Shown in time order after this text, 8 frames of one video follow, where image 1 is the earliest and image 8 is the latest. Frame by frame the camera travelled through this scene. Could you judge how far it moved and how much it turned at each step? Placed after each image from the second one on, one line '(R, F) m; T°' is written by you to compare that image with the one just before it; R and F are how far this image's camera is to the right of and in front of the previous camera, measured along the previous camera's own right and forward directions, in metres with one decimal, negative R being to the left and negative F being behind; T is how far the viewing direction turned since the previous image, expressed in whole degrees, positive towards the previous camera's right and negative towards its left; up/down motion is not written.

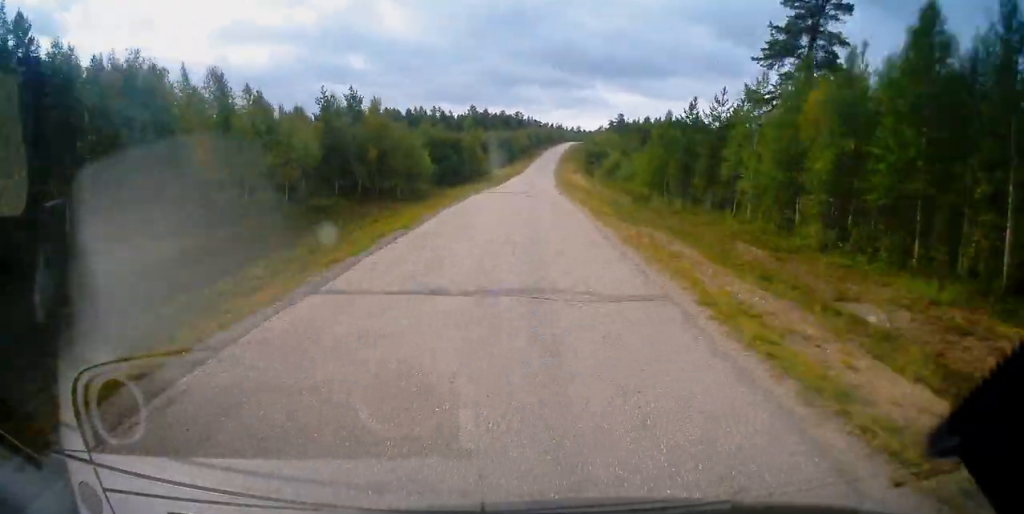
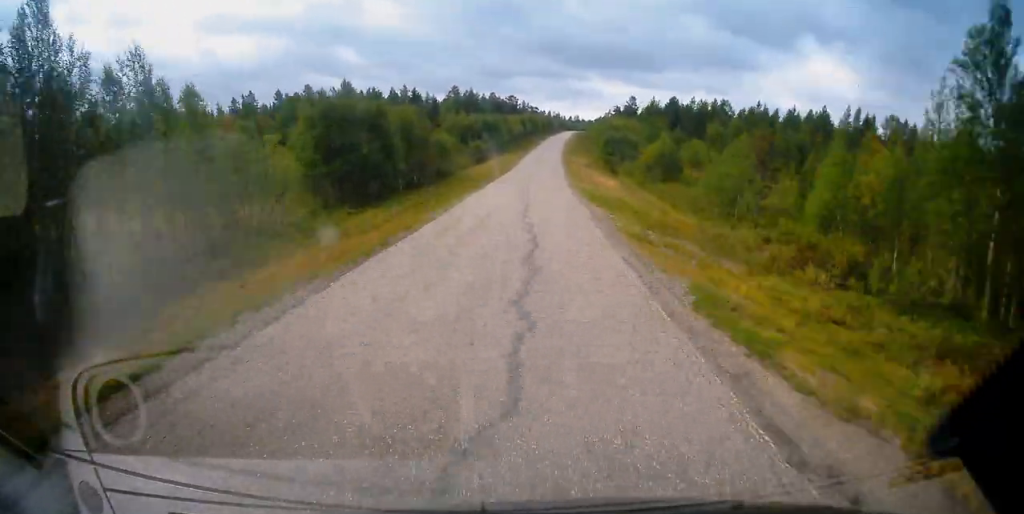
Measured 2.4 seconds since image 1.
(+0.6, +38.1) m; +1°
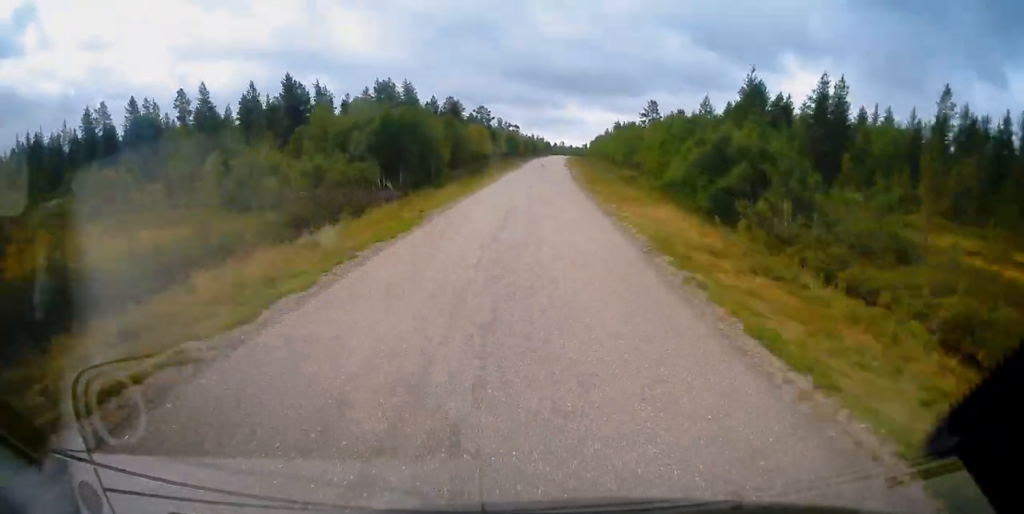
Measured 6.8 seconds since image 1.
(+0.6, +67.9) m; +2°
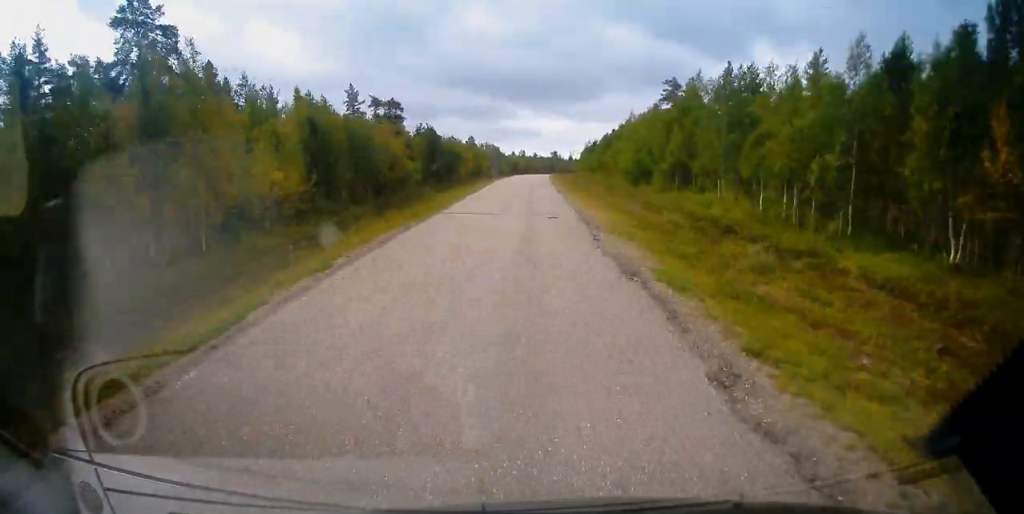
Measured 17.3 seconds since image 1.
(+5.7, +159.6) m; +3°
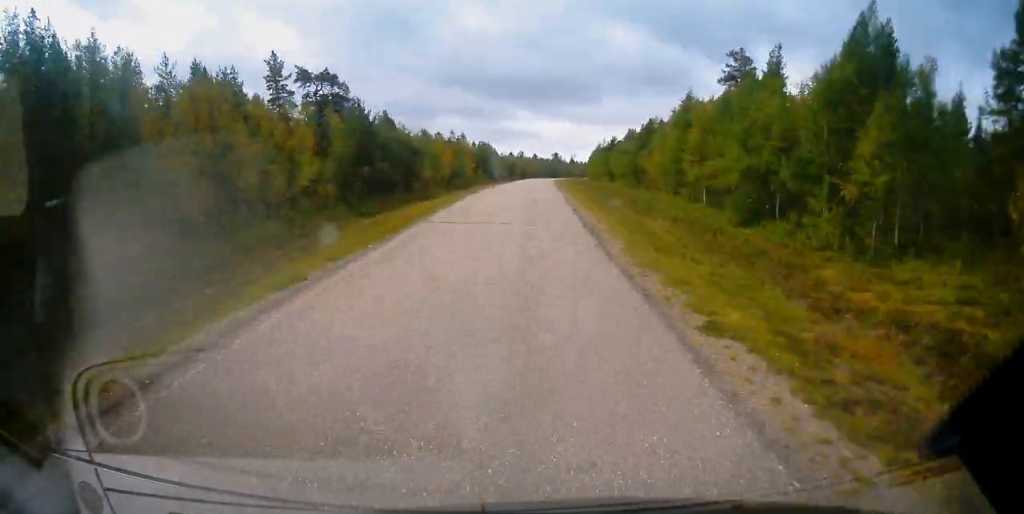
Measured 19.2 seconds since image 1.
(-0.2, +29.6) m; 0°
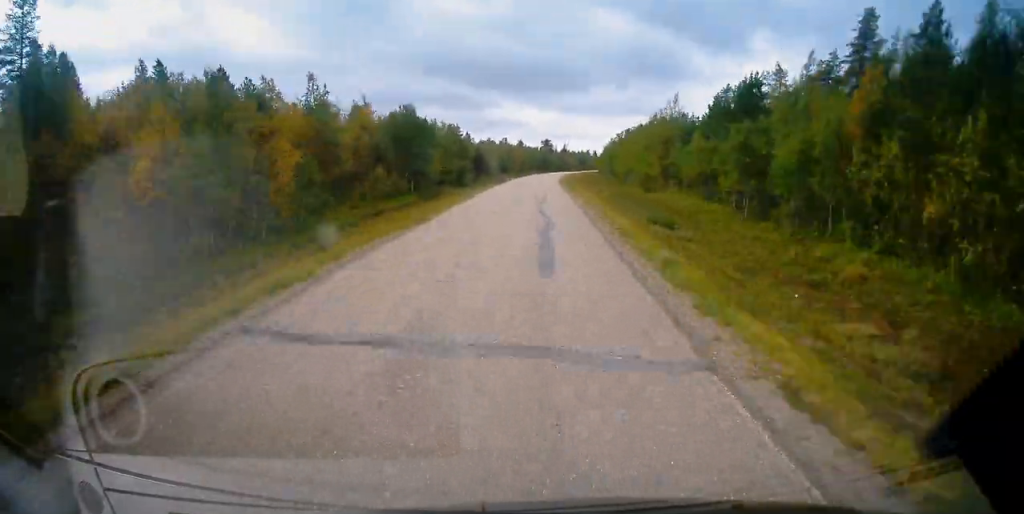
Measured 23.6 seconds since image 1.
(+0.8, +65.9) m; +1°
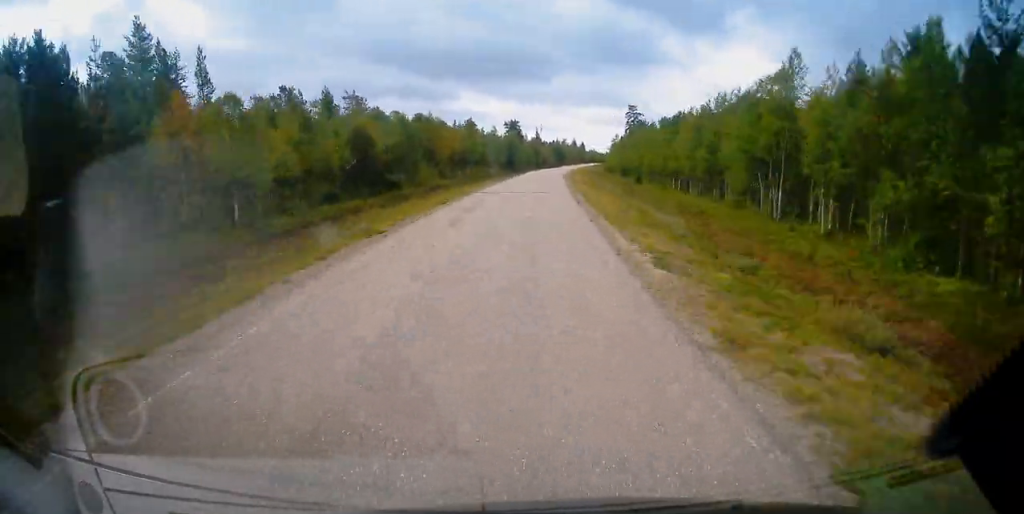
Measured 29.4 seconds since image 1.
(+2.4, +89.8) m; +3°
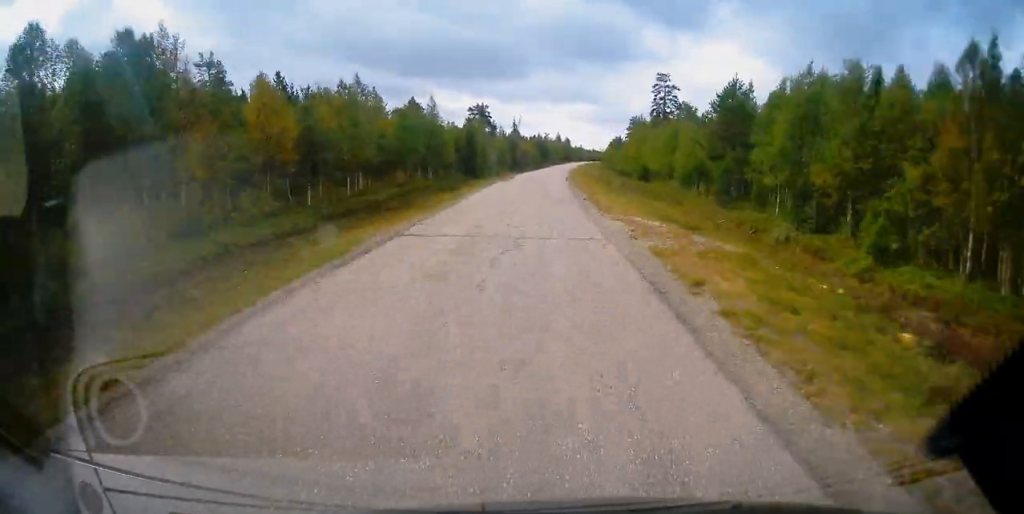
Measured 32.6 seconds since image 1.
(+0.6, +48.5) m; +2°
